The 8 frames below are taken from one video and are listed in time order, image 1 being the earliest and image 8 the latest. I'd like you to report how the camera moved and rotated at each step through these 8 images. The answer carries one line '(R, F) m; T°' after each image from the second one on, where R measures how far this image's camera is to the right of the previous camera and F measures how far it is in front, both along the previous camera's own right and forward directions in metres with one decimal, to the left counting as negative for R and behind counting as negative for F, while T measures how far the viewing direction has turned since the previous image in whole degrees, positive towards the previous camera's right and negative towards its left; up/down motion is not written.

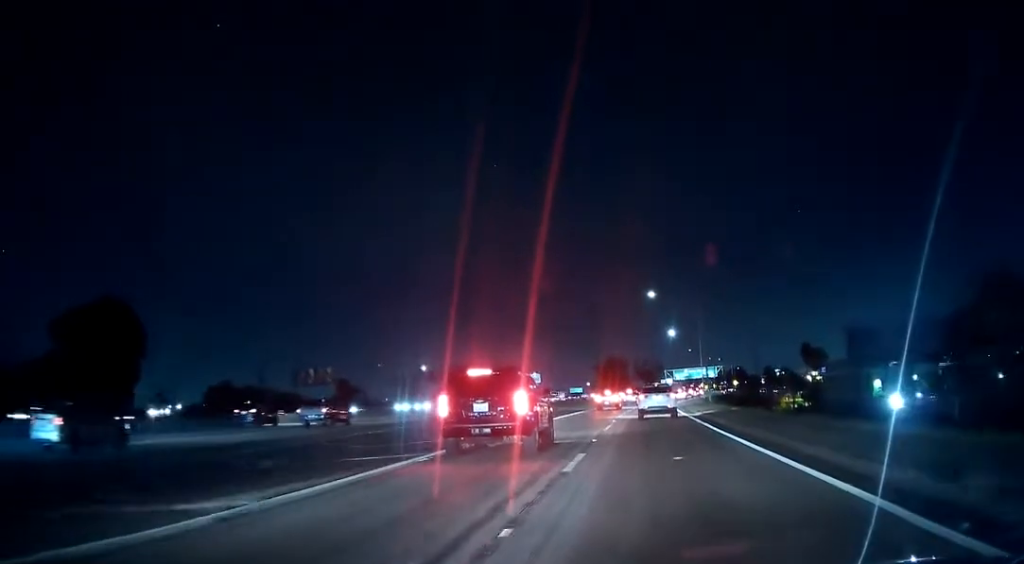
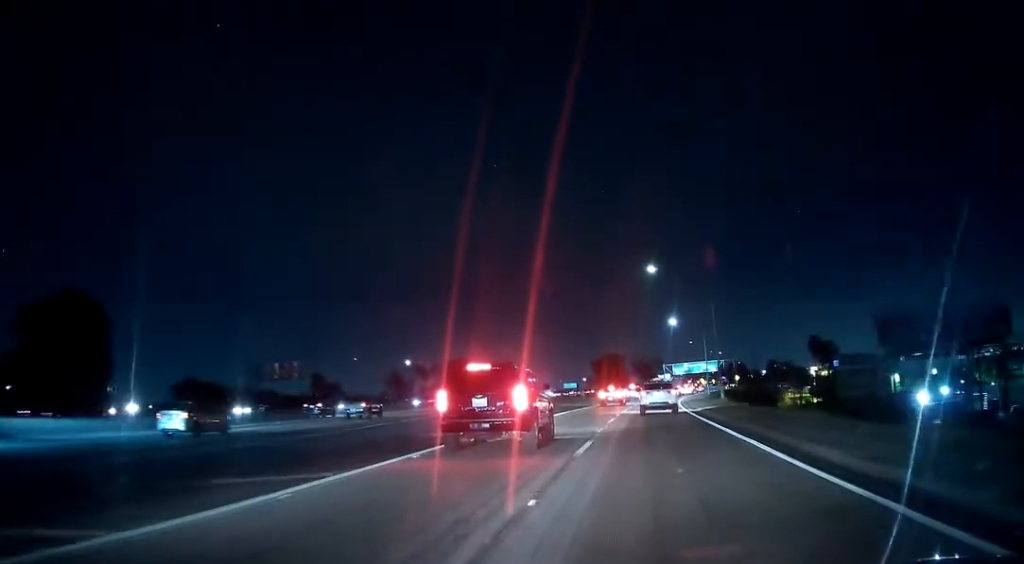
(+0.3, +12.3) m; +2°
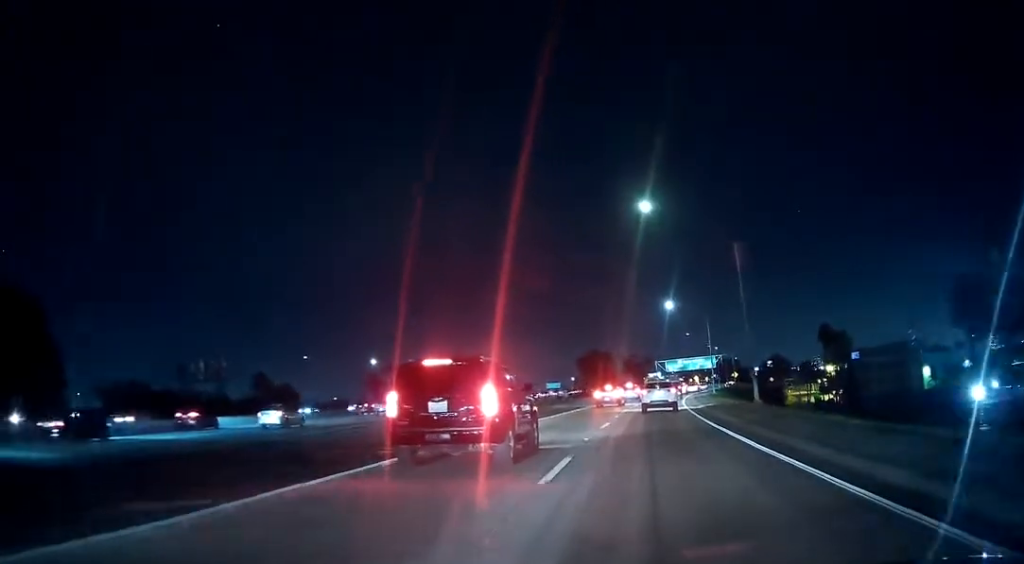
(+0.2, +19.4) m; 0°
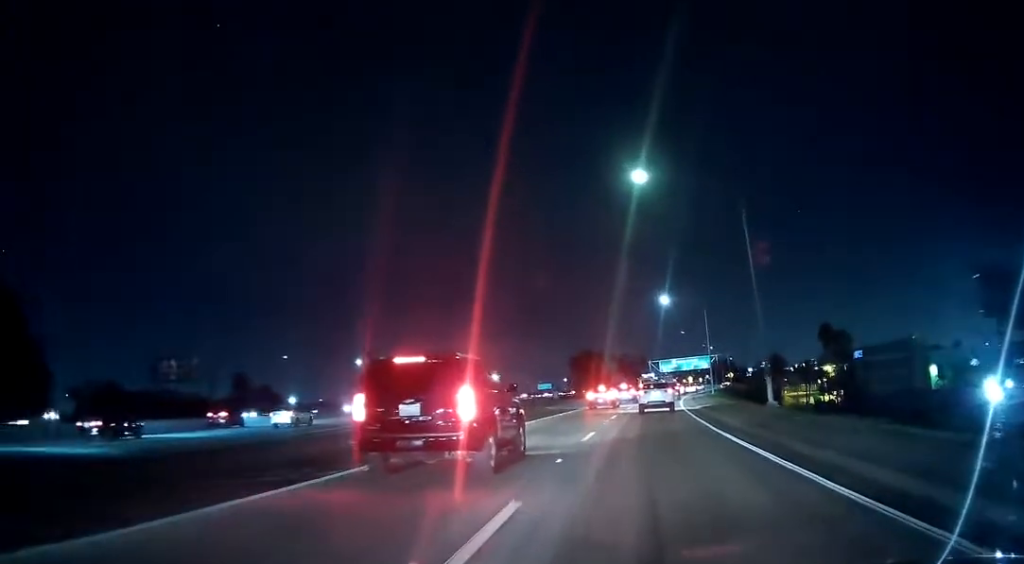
(0.0, +5.4) m; 0°
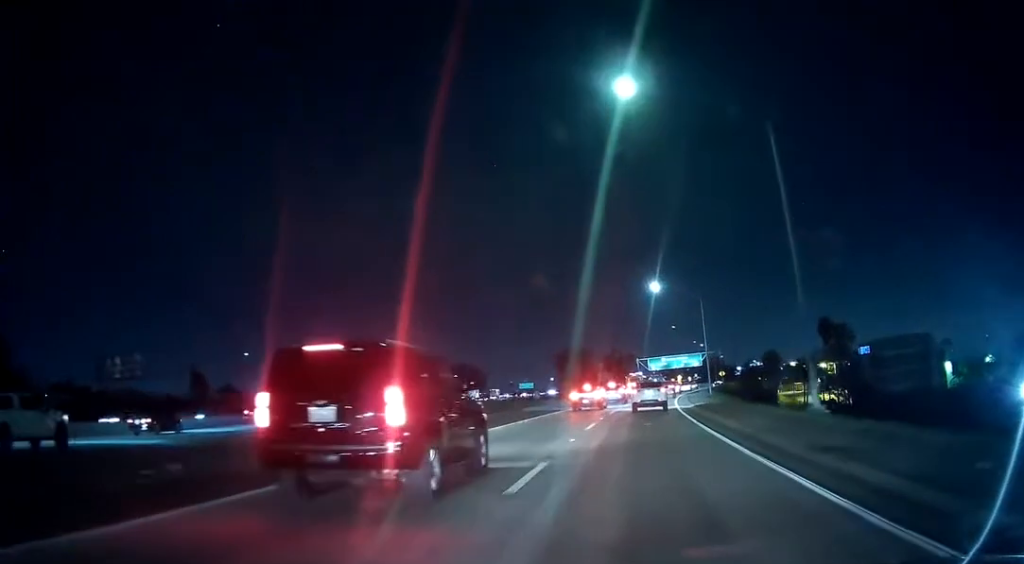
(-0.1, +10.1) m; +1°
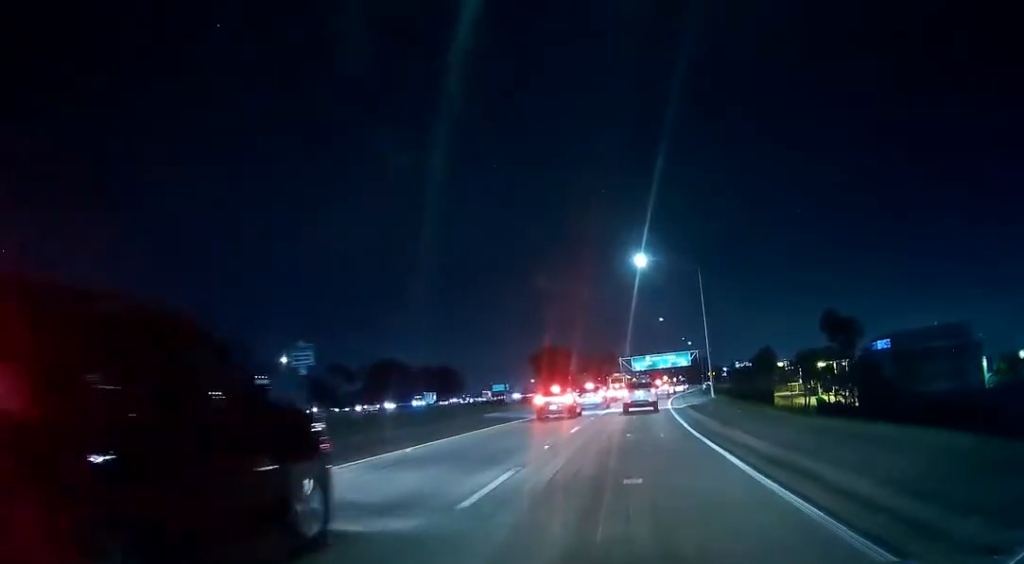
(+0.3, +16.0) m; +2°
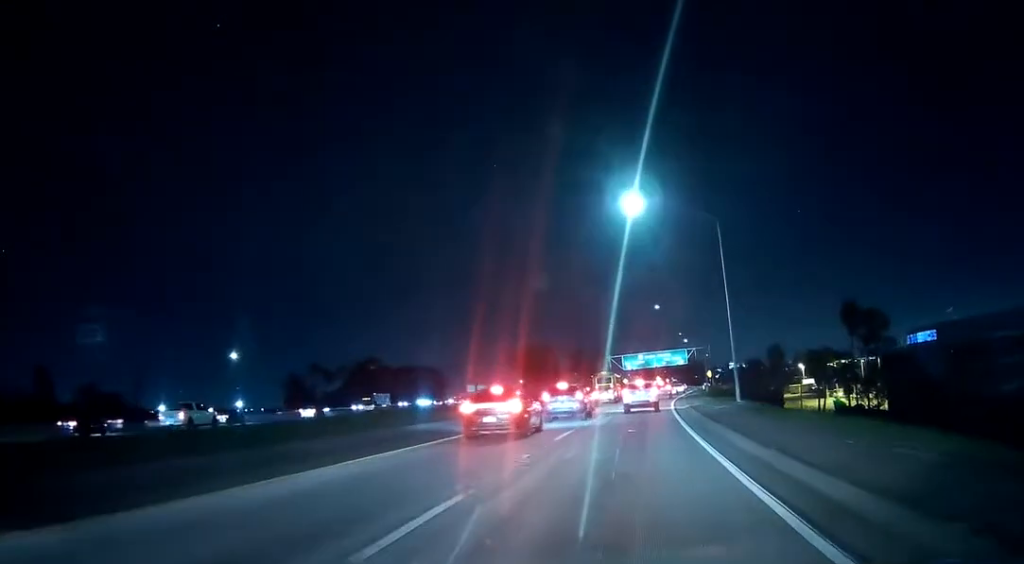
(+0.3, +17.6) m; +2°
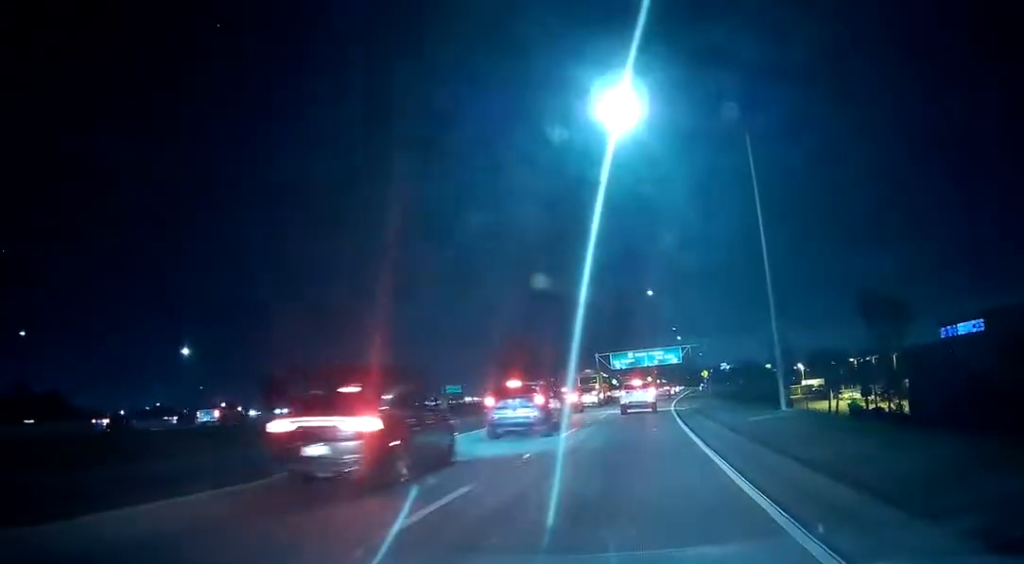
(+0.1, +13.4) m; +2°
